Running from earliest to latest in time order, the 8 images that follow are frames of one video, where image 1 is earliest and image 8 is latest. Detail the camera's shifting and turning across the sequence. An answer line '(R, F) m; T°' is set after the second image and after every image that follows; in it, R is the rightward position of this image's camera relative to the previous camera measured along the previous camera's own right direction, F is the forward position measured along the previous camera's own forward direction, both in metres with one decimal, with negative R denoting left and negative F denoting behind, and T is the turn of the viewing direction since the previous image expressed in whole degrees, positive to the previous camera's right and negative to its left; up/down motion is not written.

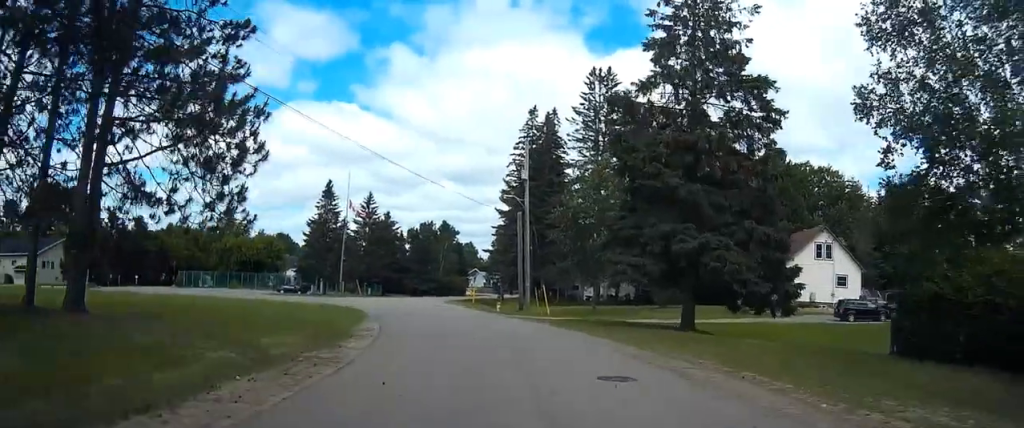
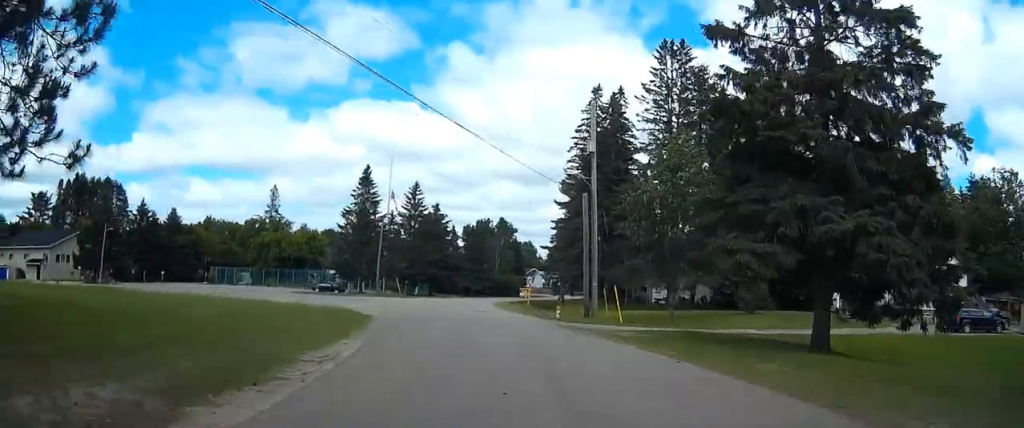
(-0.5, +9.4) m; -7°
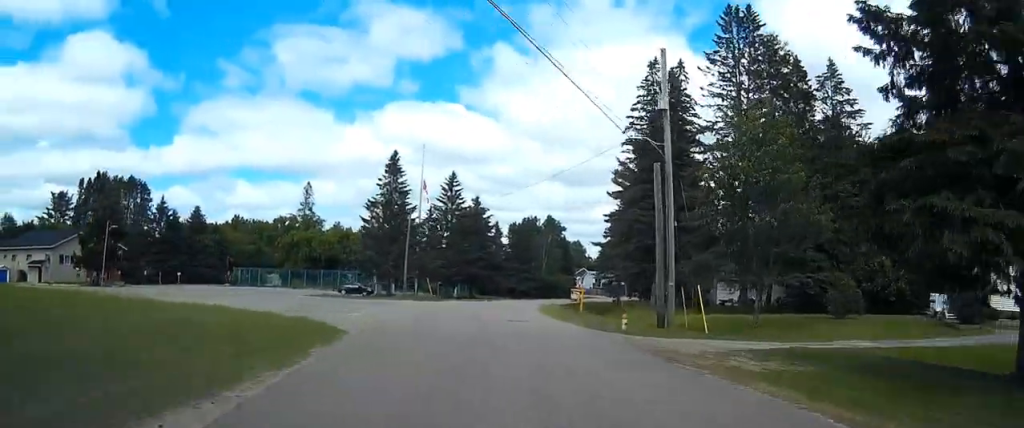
(-0.5, +9.4) m; -6°
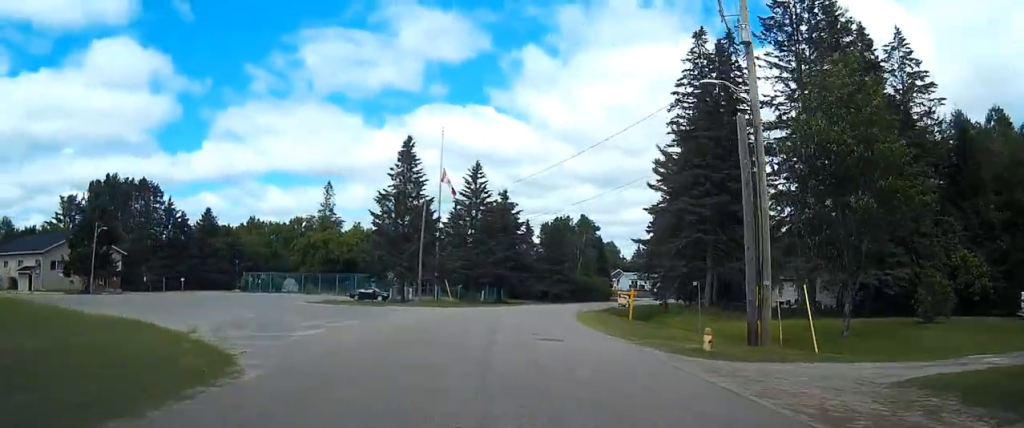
(-0.4, +8.9) m; -4°
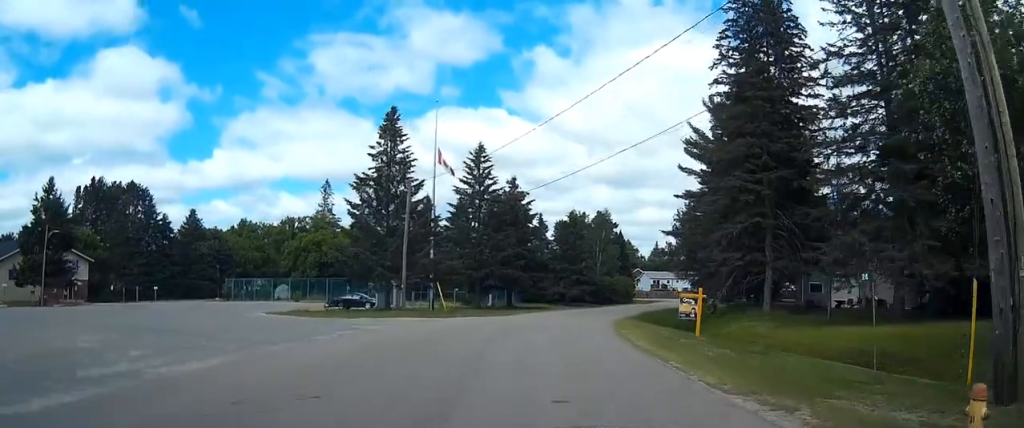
(-0.4, +12.1) m; -2°
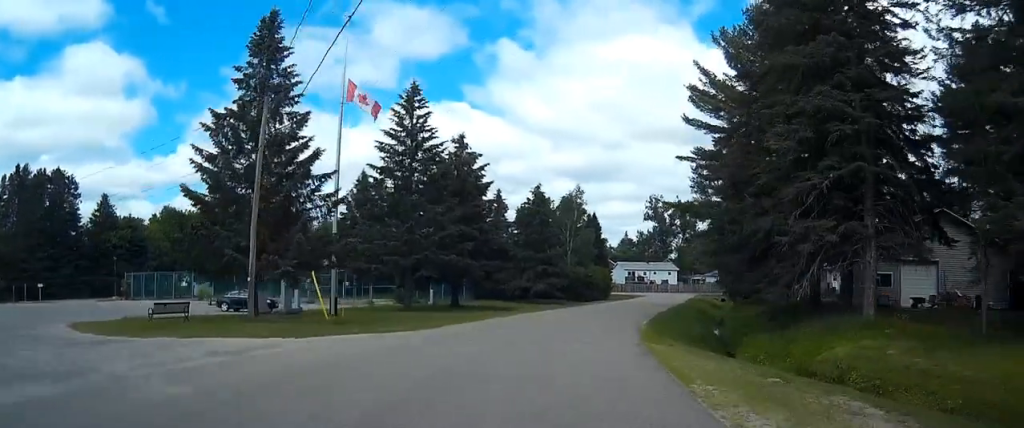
(+0.3, +19.5) m; +3°
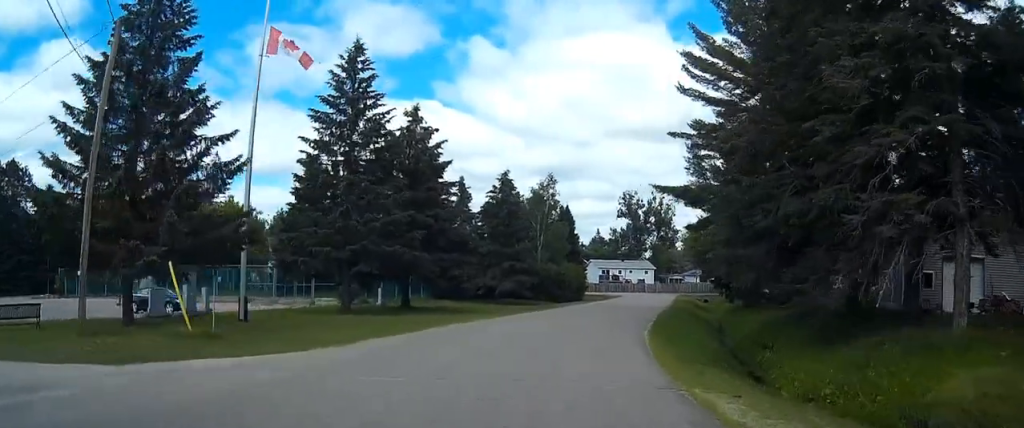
(+0.1, +8.9) m; +3°
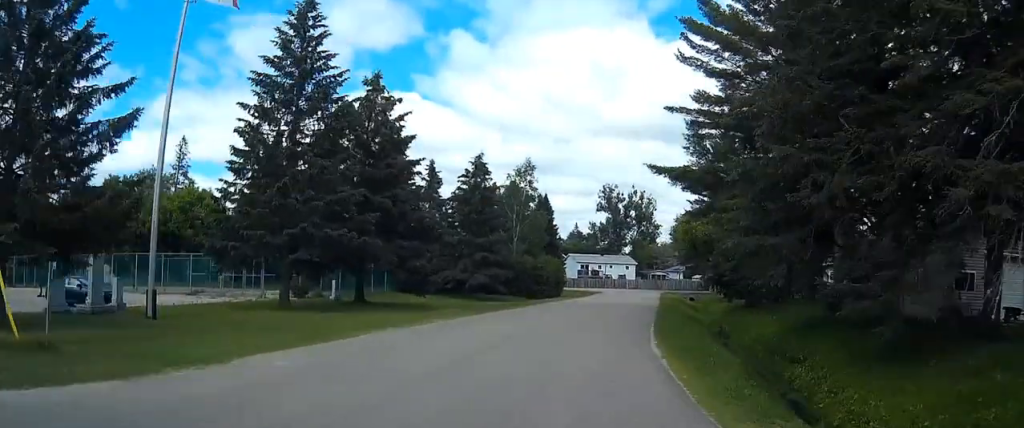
(+0.2, +6.4) m; +2°
